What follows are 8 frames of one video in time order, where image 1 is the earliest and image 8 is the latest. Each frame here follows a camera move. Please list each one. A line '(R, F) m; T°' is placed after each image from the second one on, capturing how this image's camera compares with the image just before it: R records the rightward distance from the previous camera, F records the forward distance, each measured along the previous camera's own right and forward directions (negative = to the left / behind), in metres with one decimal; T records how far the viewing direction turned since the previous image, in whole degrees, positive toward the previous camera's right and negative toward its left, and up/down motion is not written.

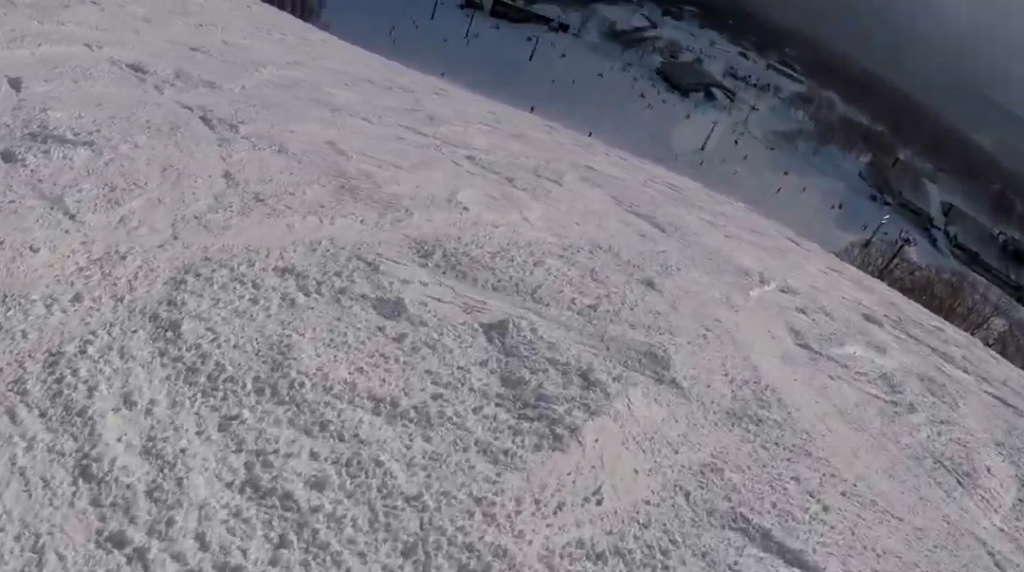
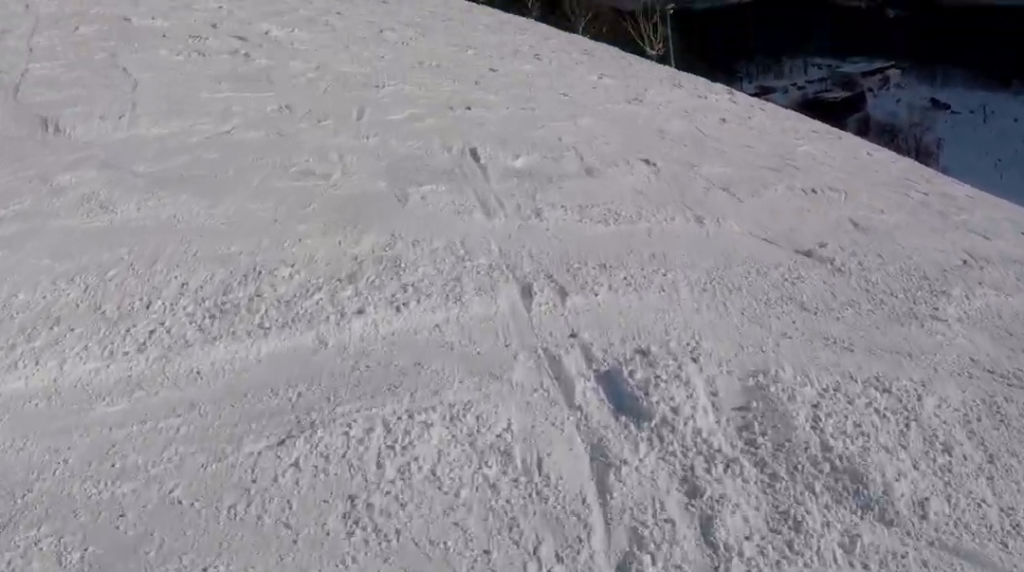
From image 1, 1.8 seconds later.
(-3.1, +7.4) m; +1°
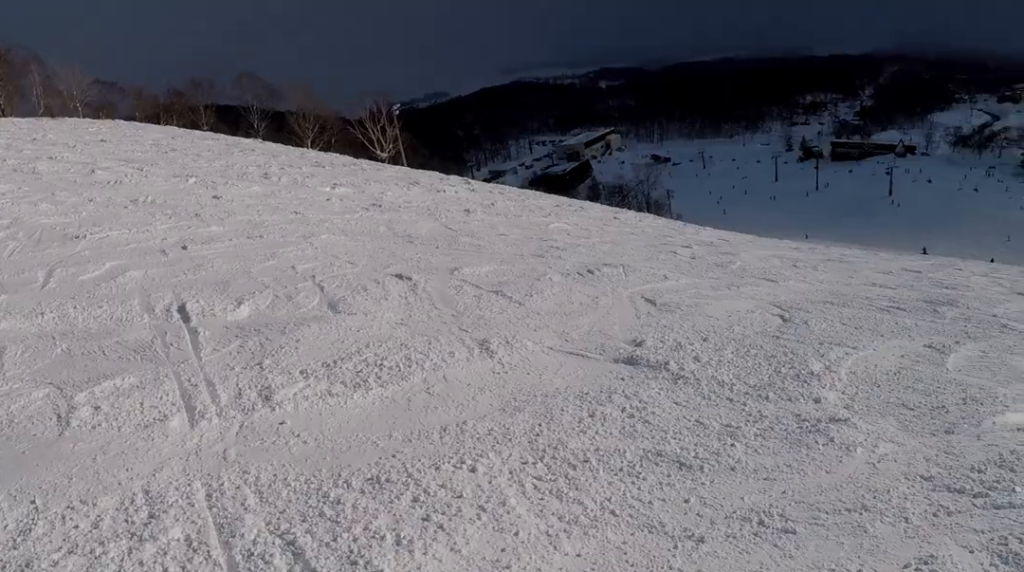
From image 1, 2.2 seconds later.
(+0.1, +2.0) m; +13°
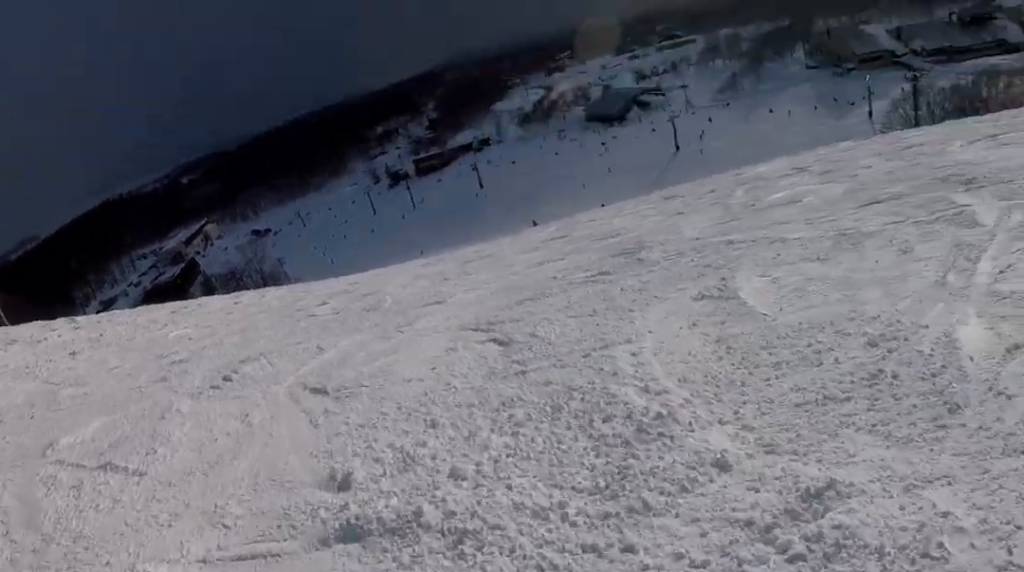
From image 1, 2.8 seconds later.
(+0.7, +2.6) m; +16°
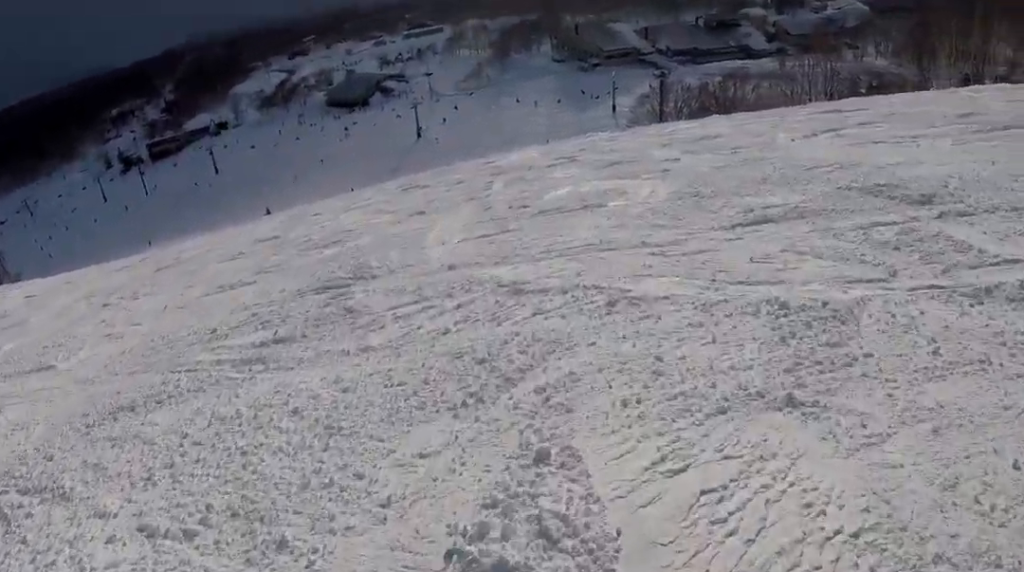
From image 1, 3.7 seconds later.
(+0.9, +4.4) m; +2°
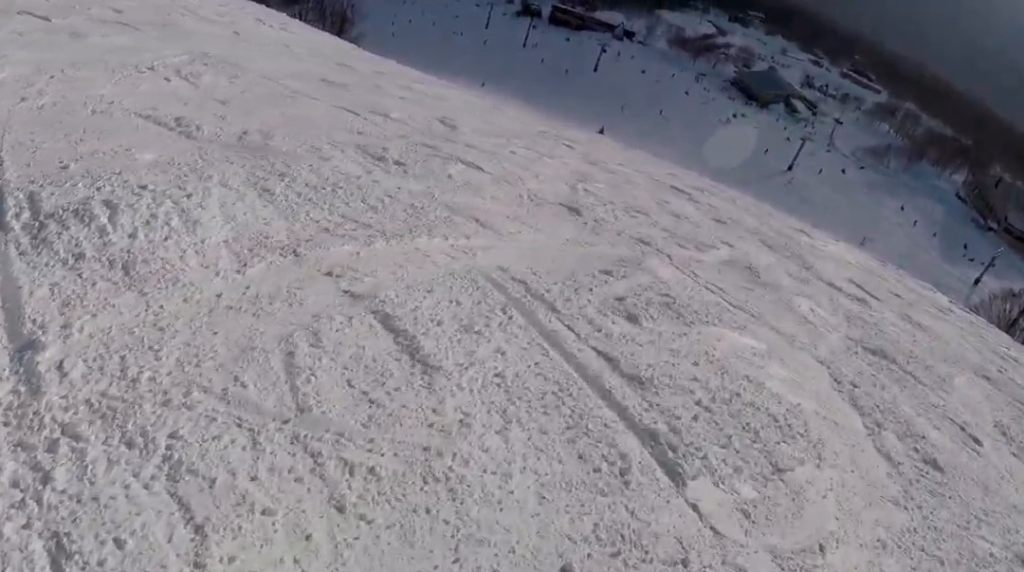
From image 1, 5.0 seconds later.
(-1.2, +6.1) m; -36°
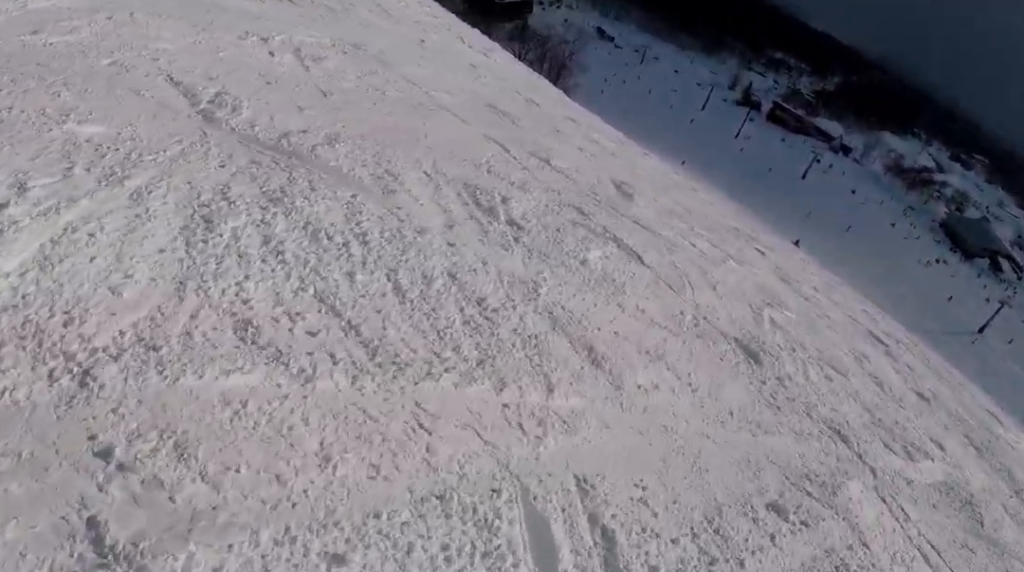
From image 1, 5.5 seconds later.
(-0.7, +2.0) m; -1°
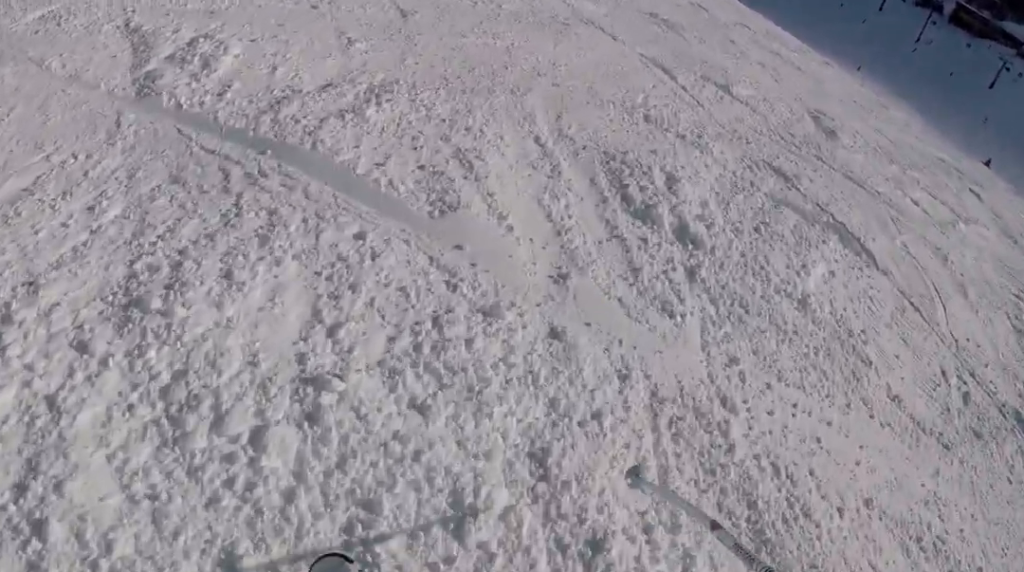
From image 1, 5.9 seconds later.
(-0.8, +1.7) m; +2°
